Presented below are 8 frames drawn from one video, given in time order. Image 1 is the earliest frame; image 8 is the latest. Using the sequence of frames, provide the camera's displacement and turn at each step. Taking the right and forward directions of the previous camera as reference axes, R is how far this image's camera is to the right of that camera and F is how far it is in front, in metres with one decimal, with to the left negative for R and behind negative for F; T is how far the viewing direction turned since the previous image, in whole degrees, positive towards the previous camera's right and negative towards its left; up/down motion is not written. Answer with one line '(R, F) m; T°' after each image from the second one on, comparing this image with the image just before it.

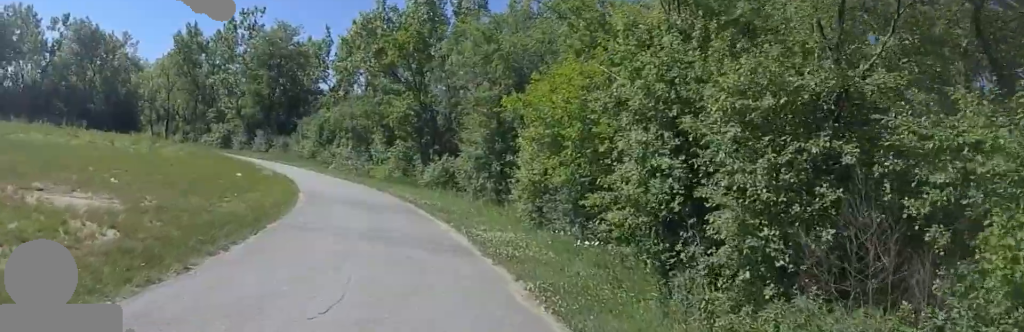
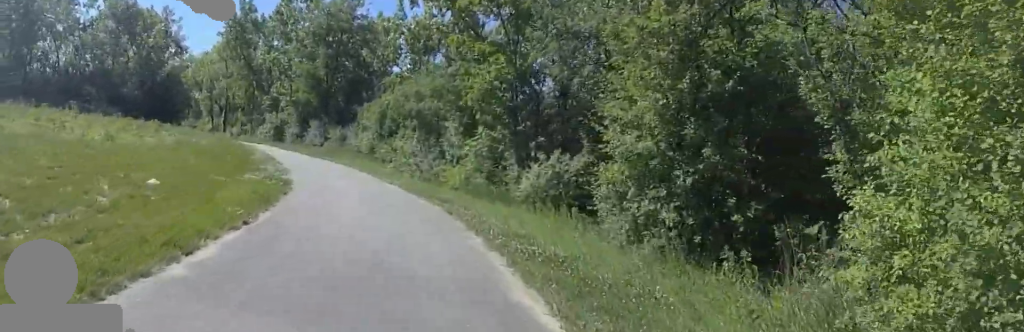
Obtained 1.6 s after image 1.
(-2.1, +8.9) m; -16°
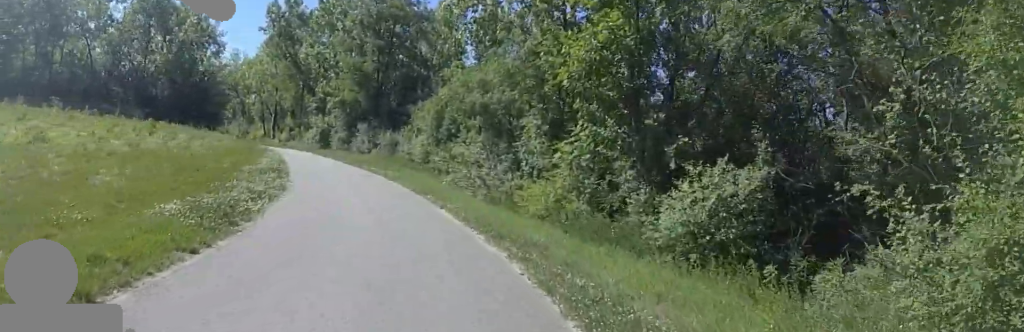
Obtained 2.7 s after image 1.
(+0.1, +5.9) m; -1°
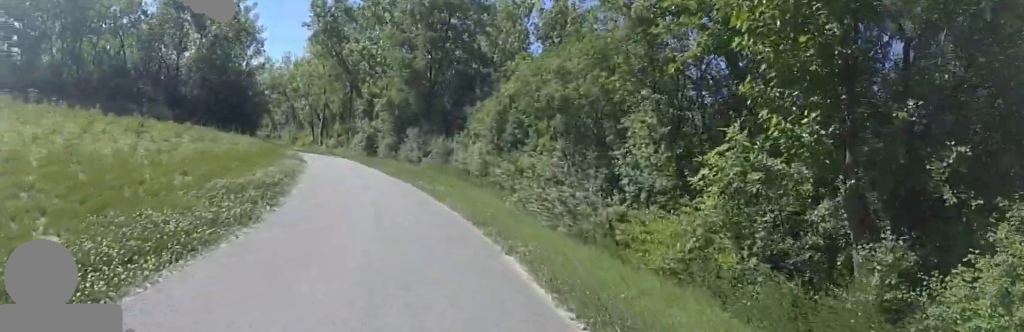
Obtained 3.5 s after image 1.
(-0.1, +4.5) m; -4°
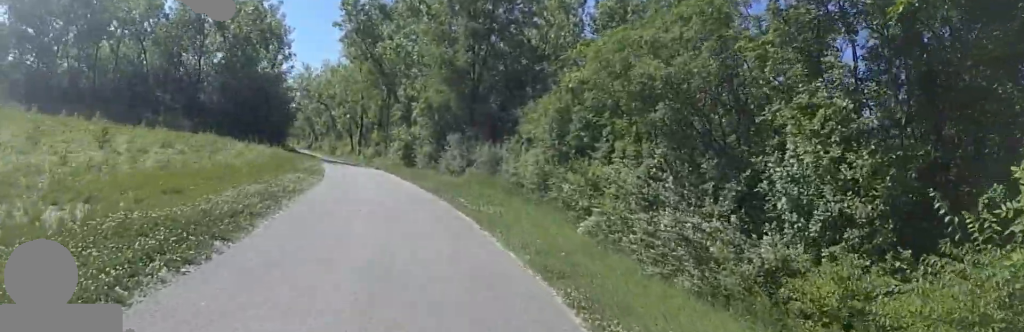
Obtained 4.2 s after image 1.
(-0.3, +3.9) m; -4°
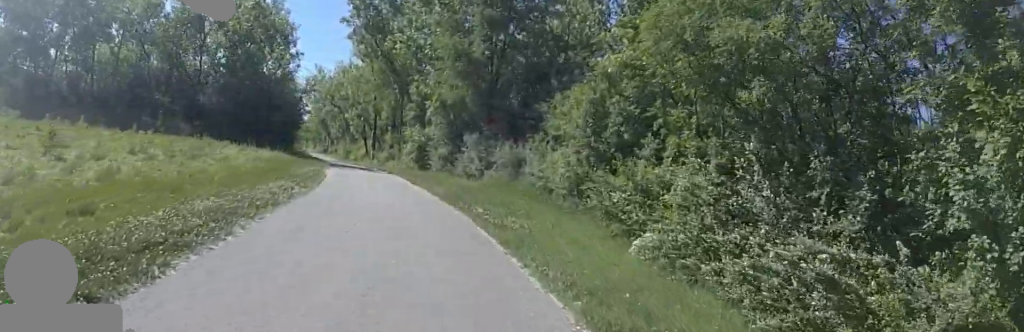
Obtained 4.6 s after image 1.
(-0.1, +2.6) m; +3°
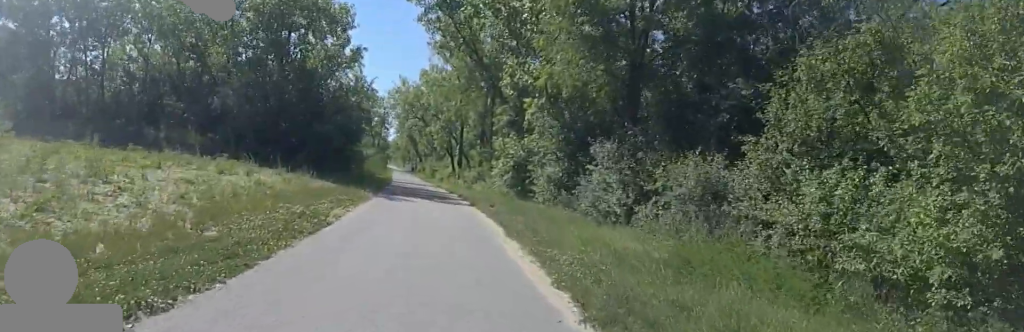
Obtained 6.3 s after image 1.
(+0.5, +10.3) m; -6°
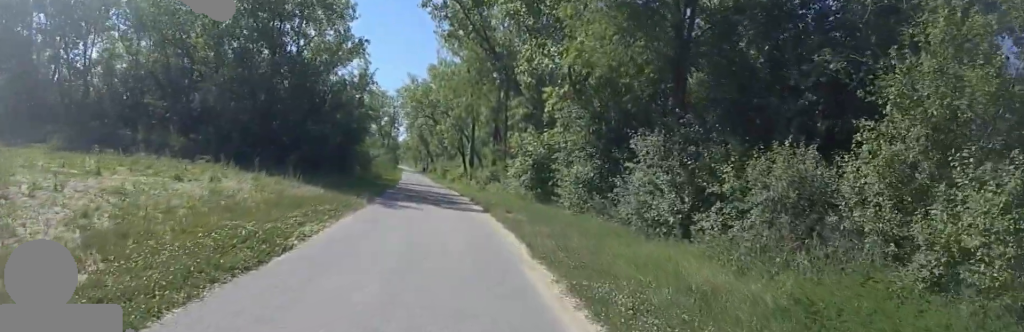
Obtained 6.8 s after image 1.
(-0.7, +2.8) m; -4°
